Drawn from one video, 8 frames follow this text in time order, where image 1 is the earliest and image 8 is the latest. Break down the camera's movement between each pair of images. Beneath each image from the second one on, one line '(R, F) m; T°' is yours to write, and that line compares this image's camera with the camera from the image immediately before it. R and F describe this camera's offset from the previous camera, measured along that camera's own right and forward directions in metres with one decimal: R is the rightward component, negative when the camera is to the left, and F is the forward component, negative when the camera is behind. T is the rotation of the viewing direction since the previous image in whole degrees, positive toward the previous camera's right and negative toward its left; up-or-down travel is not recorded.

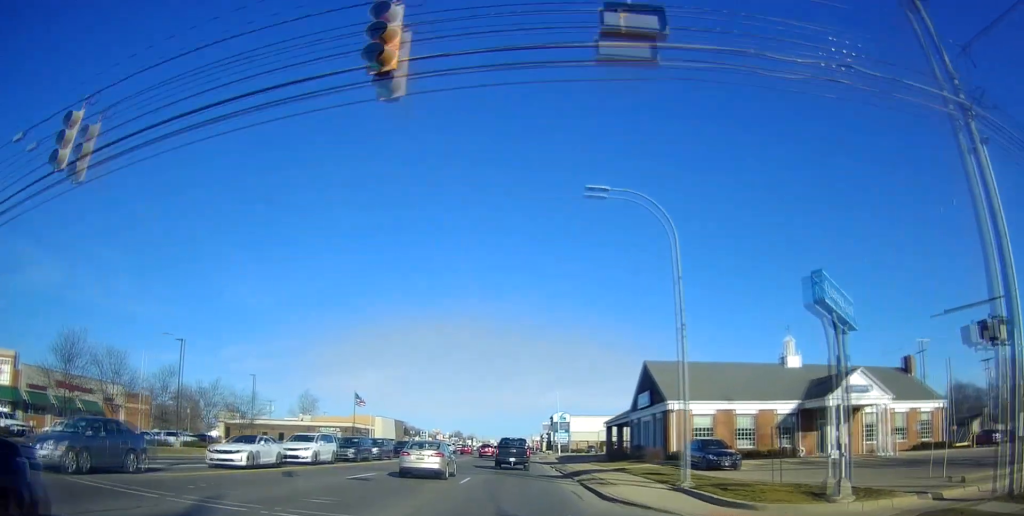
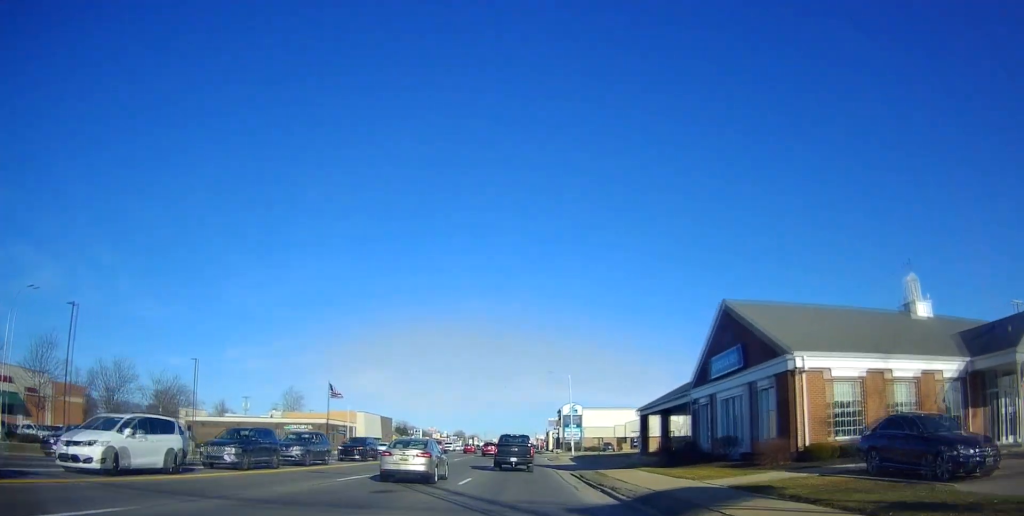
(-0.1, +15.5) m; -1°
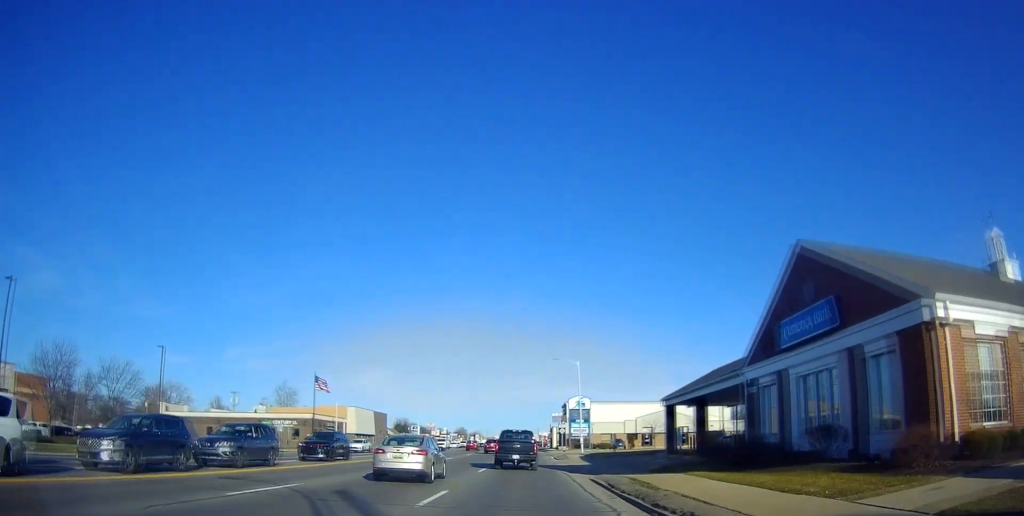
(-0.2, +7.5) m; 0°
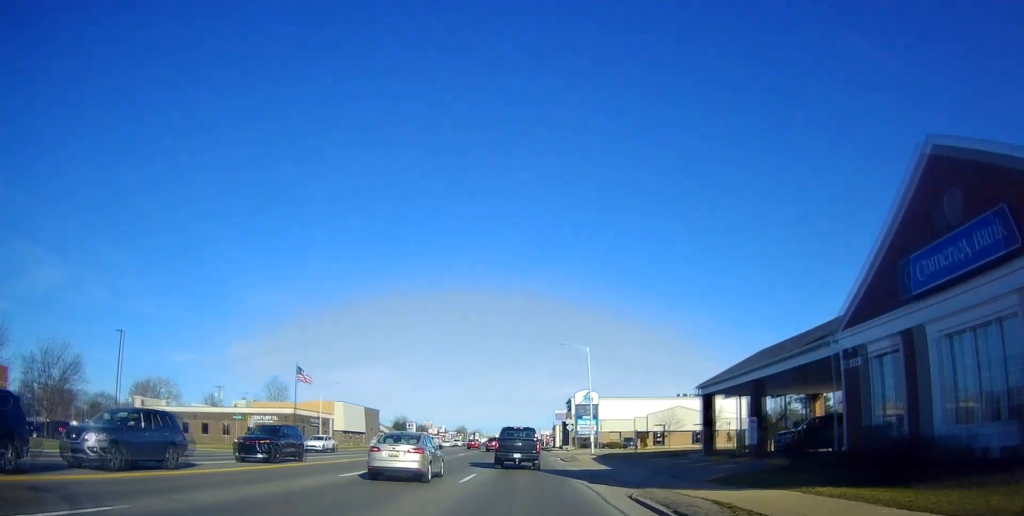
(0.0, +8.1) m; 0°
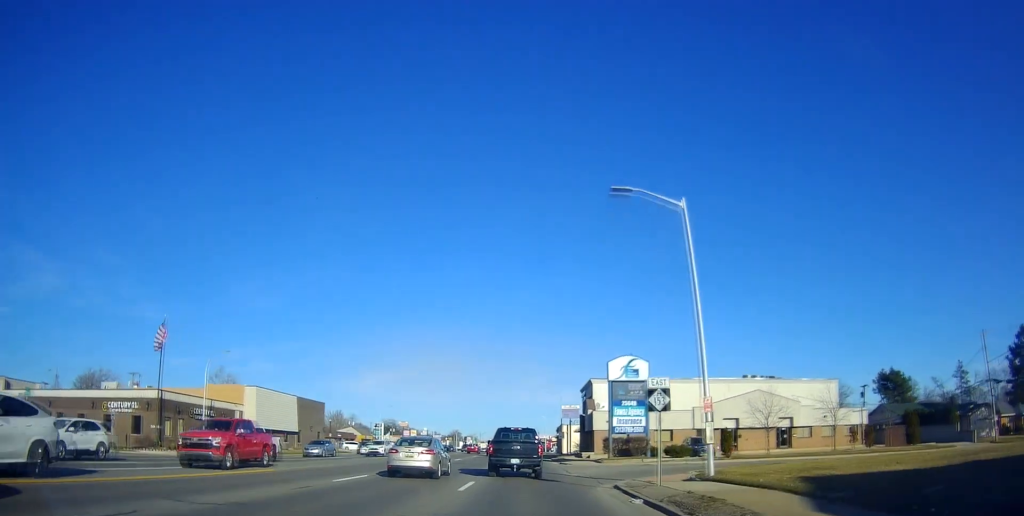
(0.0, +37.6) m; 0°
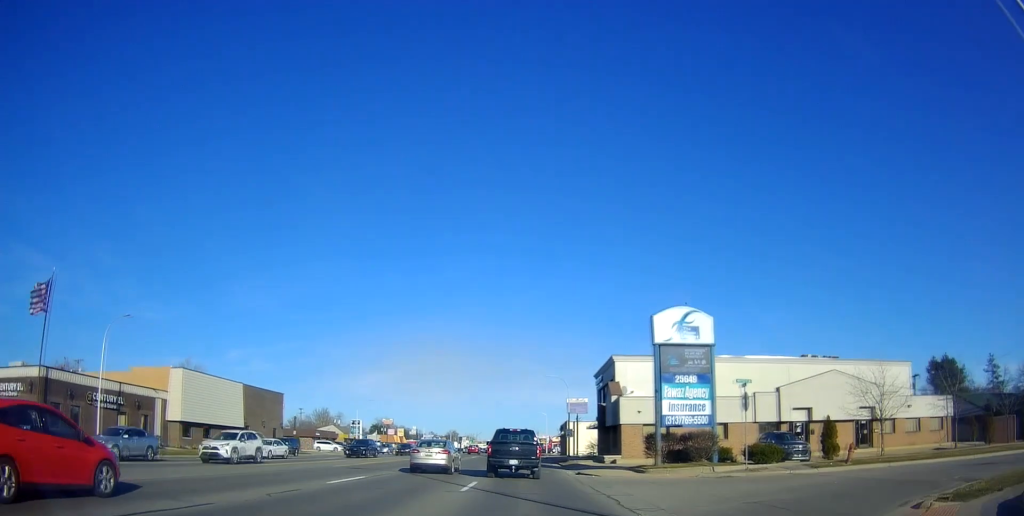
(0.0, +17.6) m; 0°
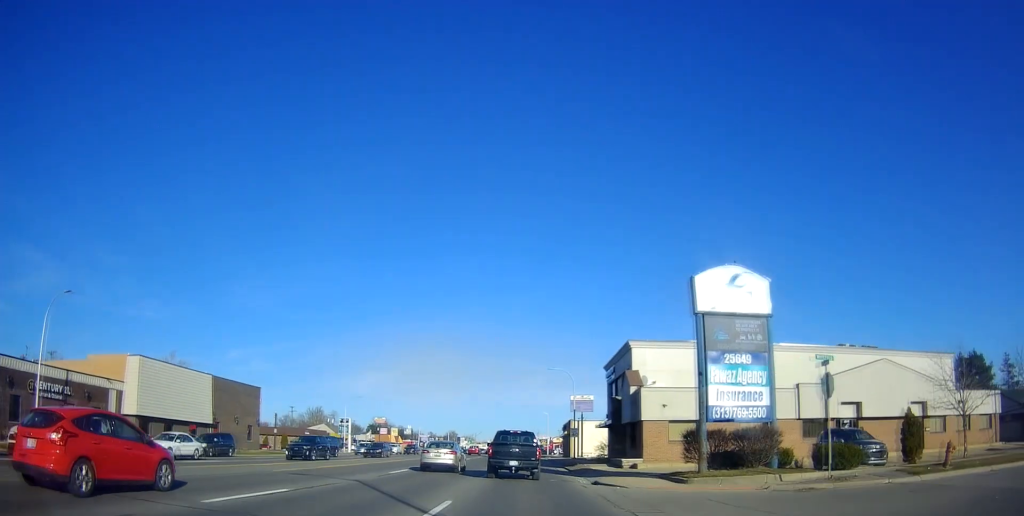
(-0.2, +7.4) m; 0°
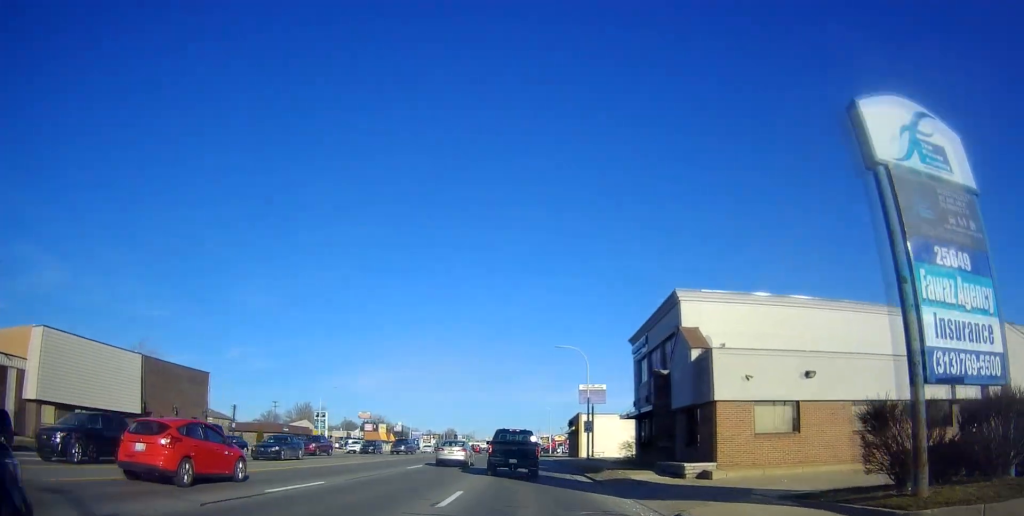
(+0.5, +12.6) m; +2°
